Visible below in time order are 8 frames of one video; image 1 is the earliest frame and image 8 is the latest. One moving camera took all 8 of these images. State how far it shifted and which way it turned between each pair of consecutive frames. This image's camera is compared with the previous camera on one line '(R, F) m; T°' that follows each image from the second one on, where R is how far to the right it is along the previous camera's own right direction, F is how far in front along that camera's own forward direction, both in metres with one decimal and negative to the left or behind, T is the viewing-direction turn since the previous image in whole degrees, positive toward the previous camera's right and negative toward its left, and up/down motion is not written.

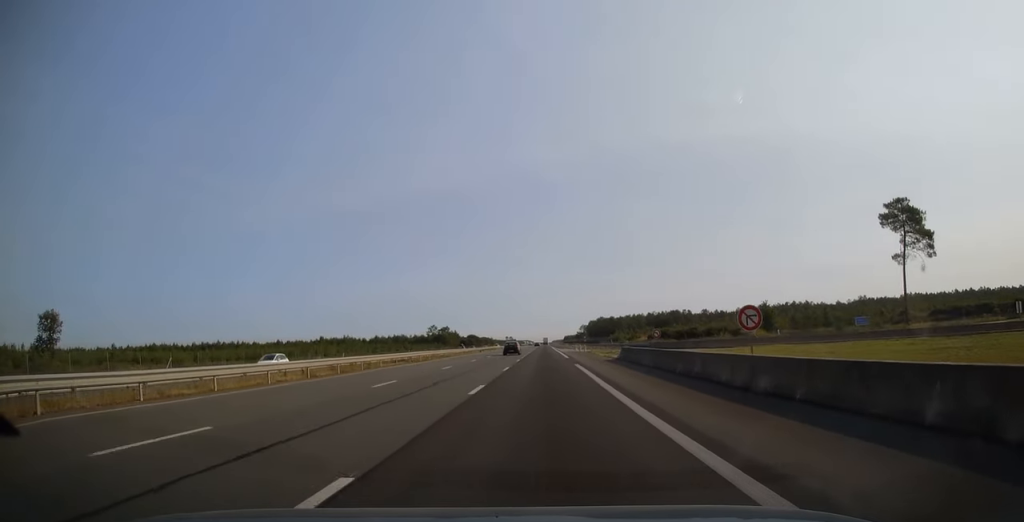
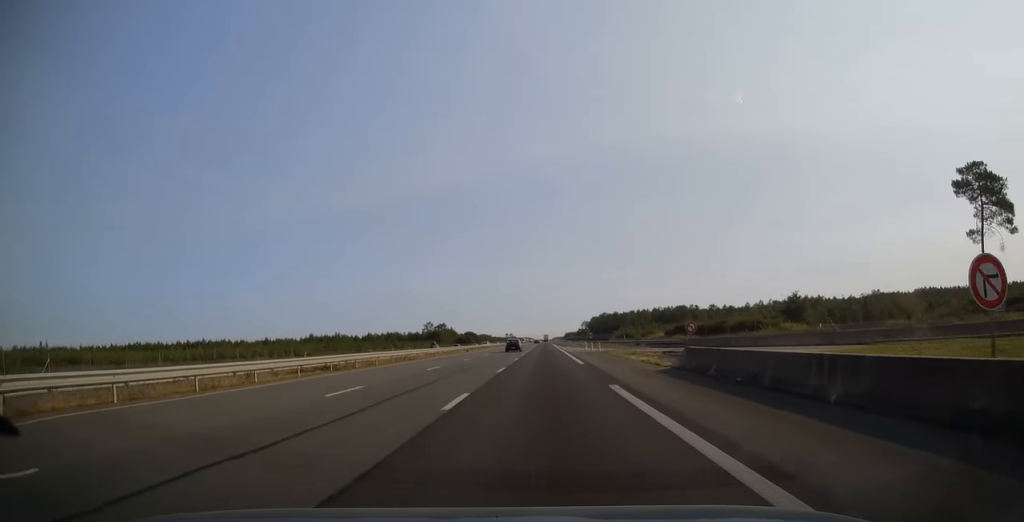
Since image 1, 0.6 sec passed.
(0.0, +17.2) m; 0°
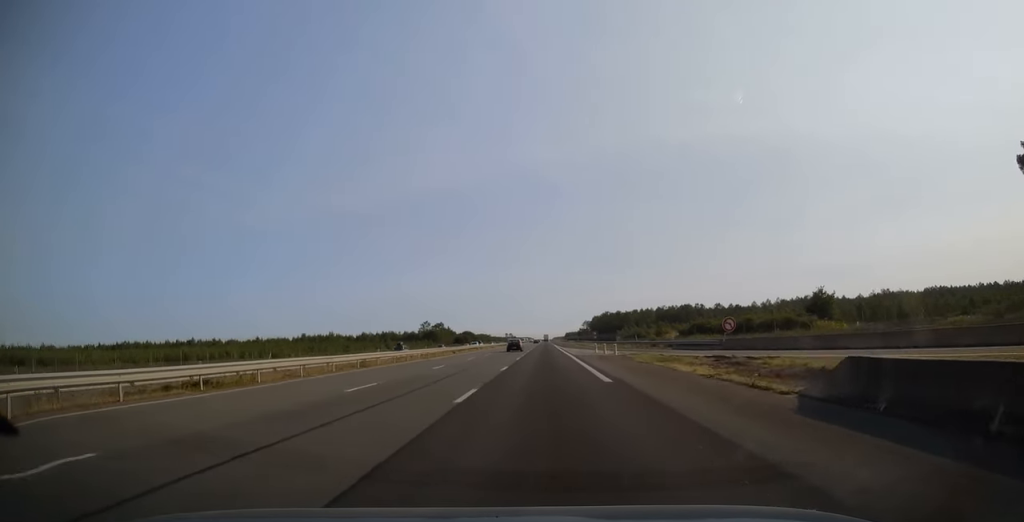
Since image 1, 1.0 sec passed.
(0.0, +11.8) m; 0°
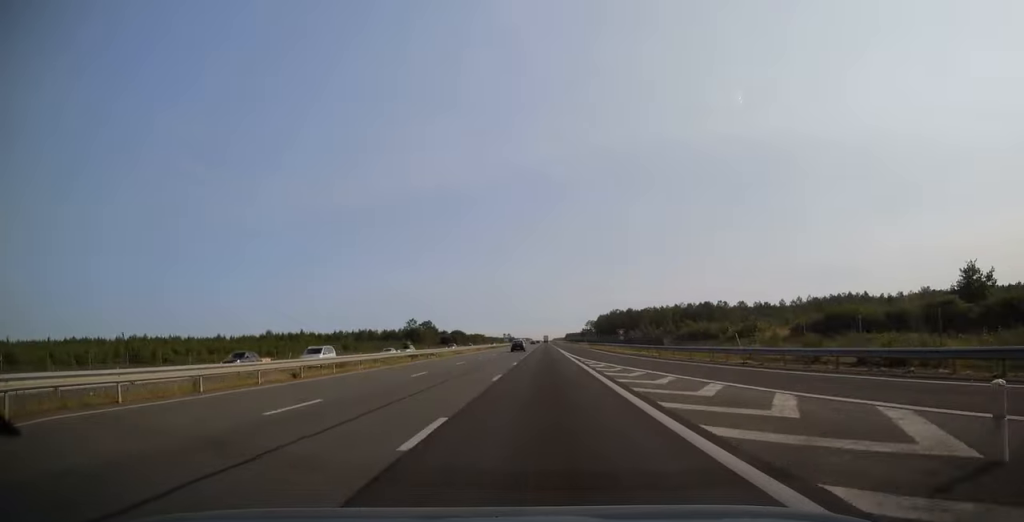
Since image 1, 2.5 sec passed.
(-0.1, +44.2) m; 0°
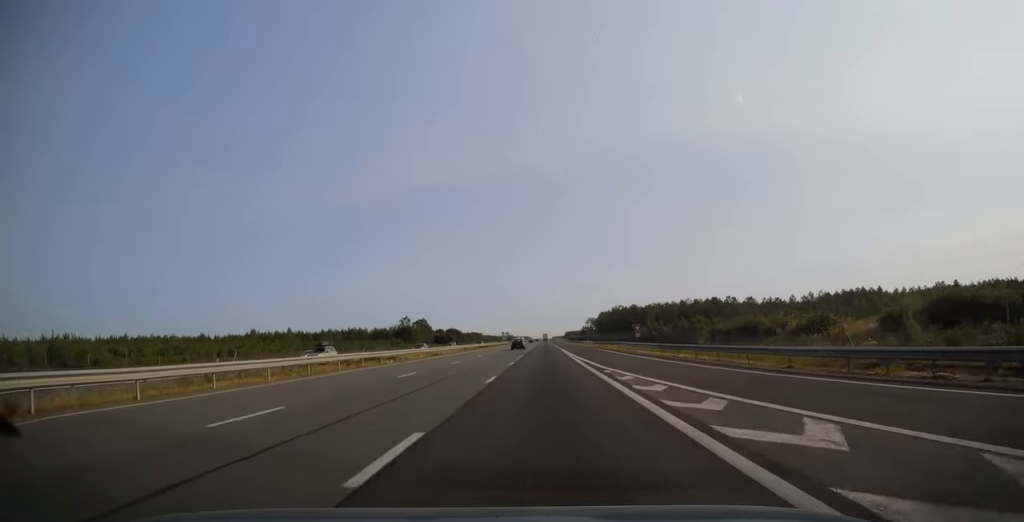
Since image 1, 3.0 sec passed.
(0.0, +15.3) m; 0°
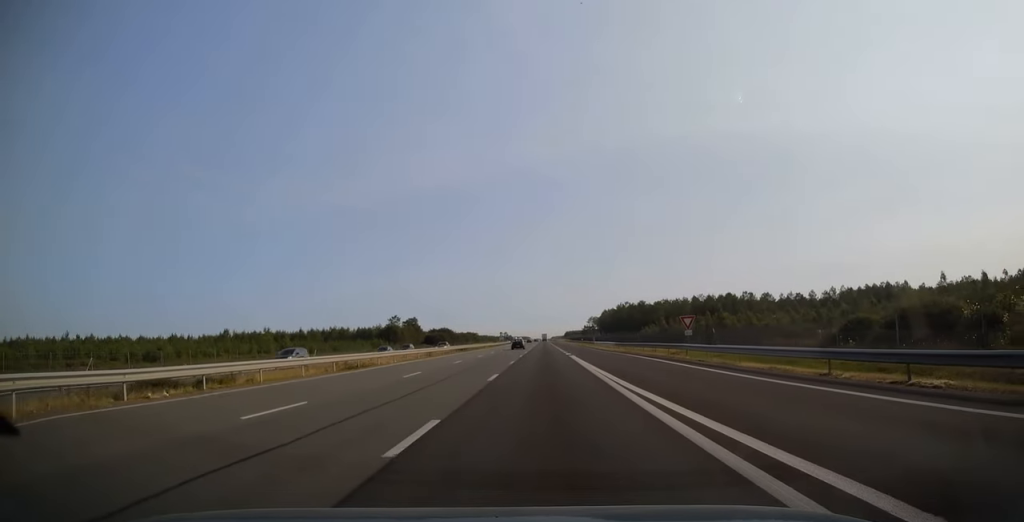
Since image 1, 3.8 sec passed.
(+0.1, +24.6) m; 0°
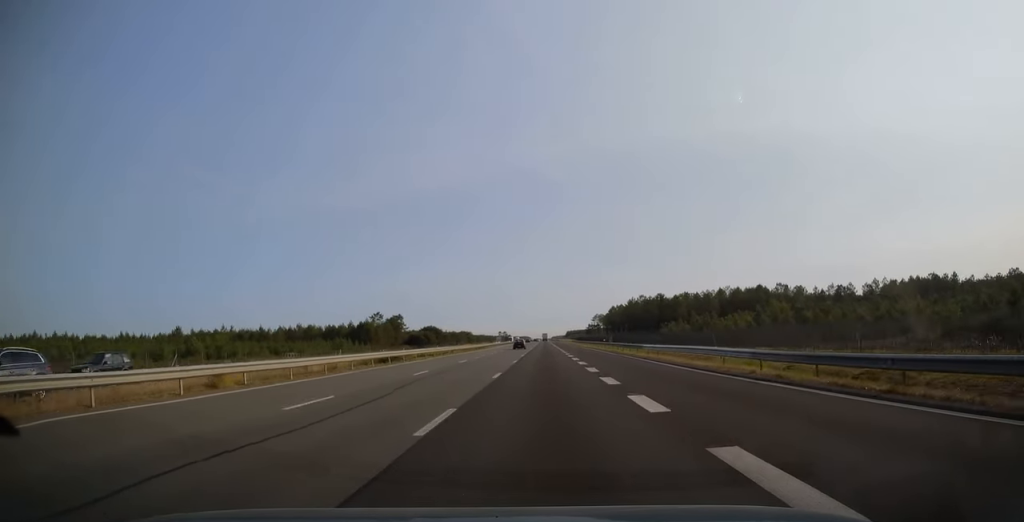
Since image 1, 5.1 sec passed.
(+0.1, +37.3) m; 0°
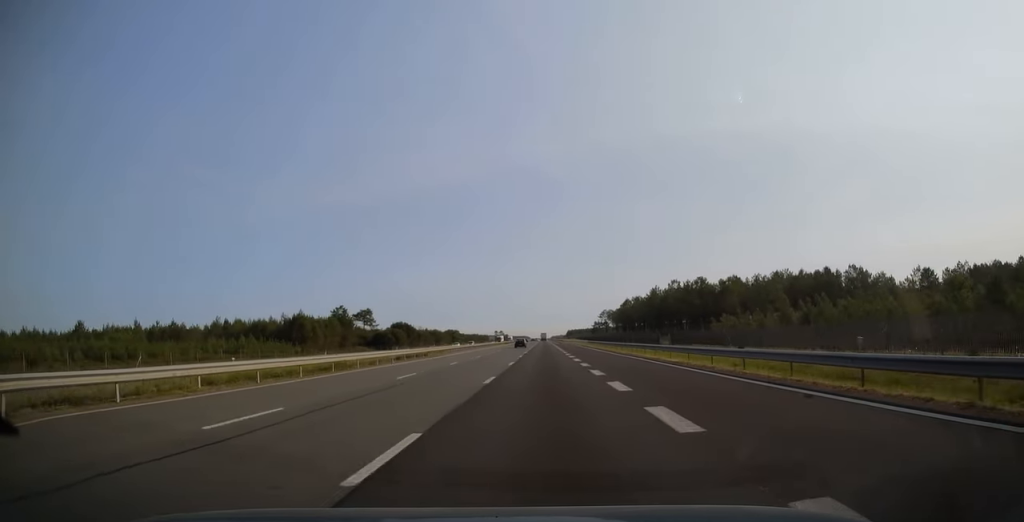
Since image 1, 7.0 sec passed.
(0.0, +54.9) m; 0°
